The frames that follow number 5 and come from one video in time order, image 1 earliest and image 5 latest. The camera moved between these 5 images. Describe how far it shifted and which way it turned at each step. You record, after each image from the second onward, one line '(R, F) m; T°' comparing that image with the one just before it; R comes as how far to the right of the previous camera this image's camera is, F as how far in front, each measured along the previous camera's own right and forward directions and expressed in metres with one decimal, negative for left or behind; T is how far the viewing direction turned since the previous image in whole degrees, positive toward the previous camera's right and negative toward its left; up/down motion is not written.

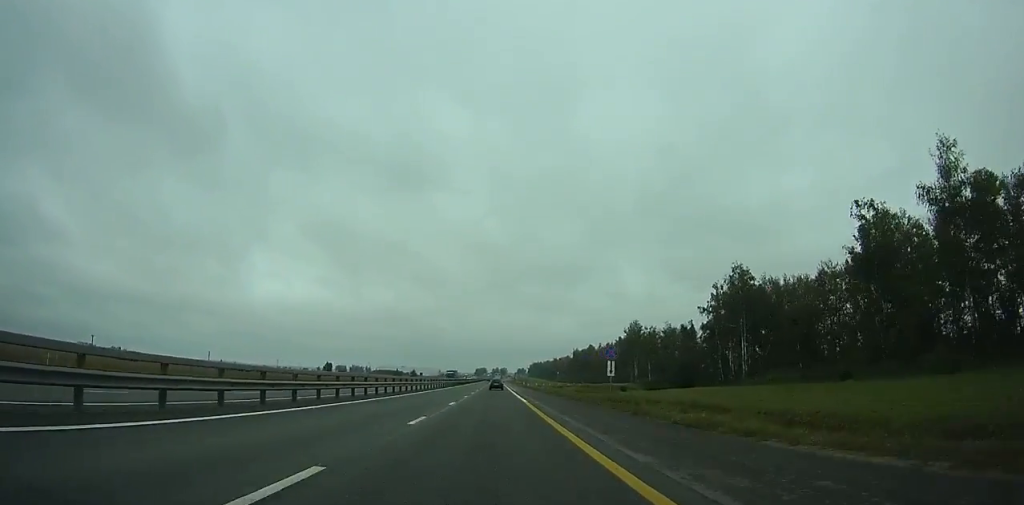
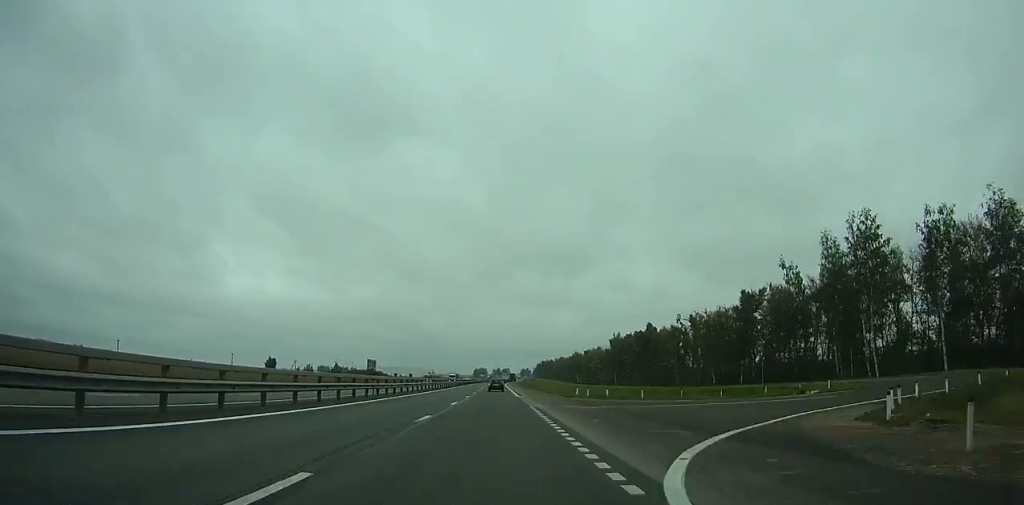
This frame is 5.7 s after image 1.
(-0.2, +143.7) m; 0°
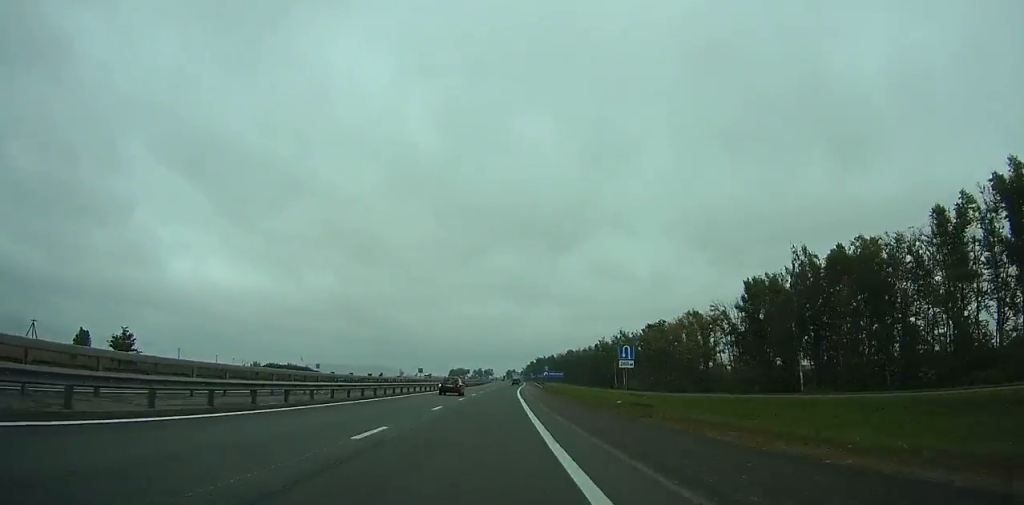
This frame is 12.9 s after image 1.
(+2.2, +185.7) m; +2°
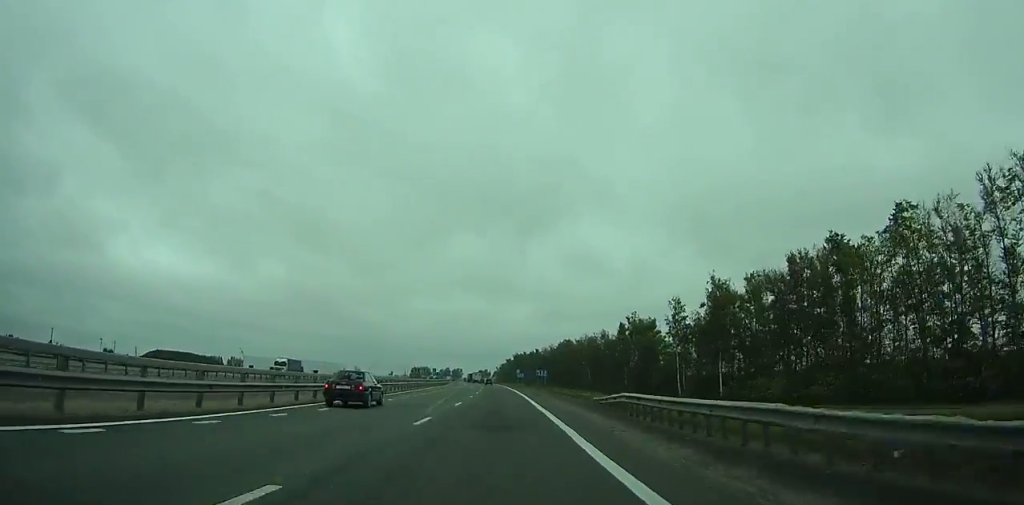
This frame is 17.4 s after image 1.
(+2.2, +118.1) m; +2°
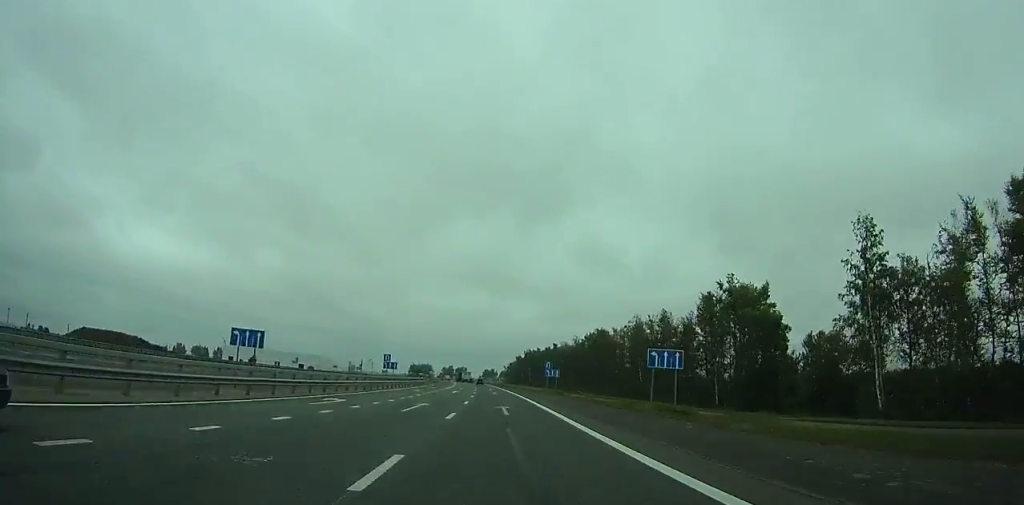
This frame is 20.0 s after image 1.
(0.0, +69.1) m; -1°
